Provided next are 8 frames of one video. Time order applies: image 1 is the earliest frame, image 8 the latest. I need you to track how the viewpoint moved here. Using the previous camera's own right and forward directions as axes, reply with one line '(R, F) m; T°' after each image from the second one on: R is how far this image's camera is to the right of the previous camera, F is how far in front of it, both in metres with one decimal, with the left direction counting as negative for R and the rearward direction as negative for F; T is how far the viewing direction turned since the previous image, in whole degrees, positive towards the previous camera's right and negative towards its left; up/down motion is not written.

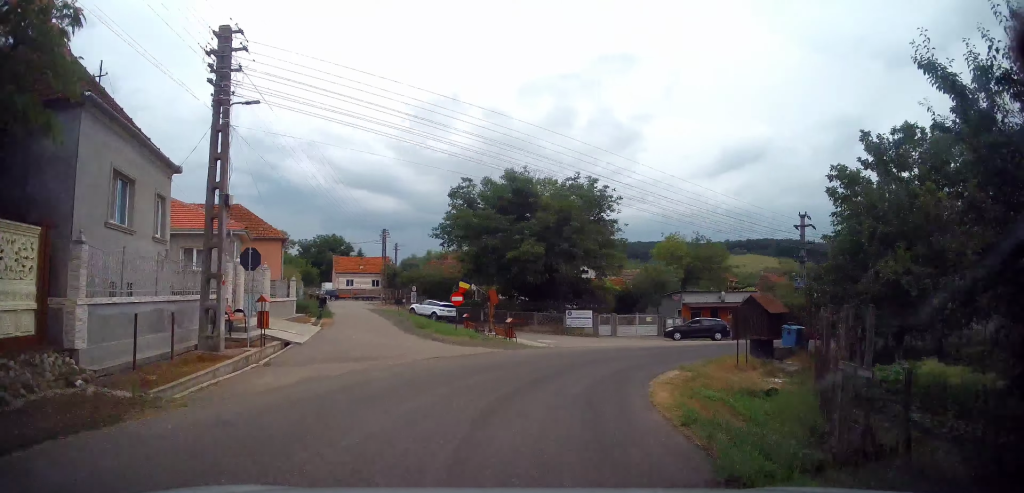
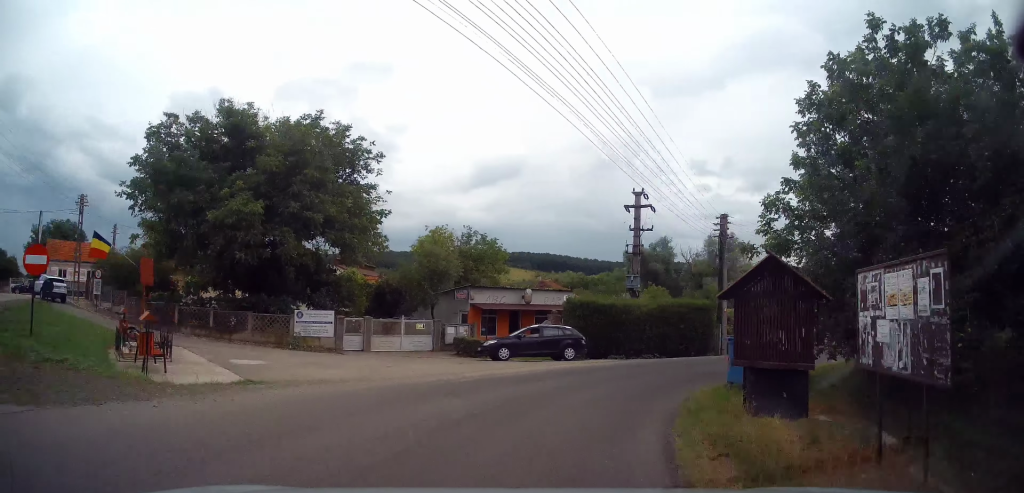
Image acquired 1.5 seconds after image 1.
(+2.8, +13.7) m; +29°
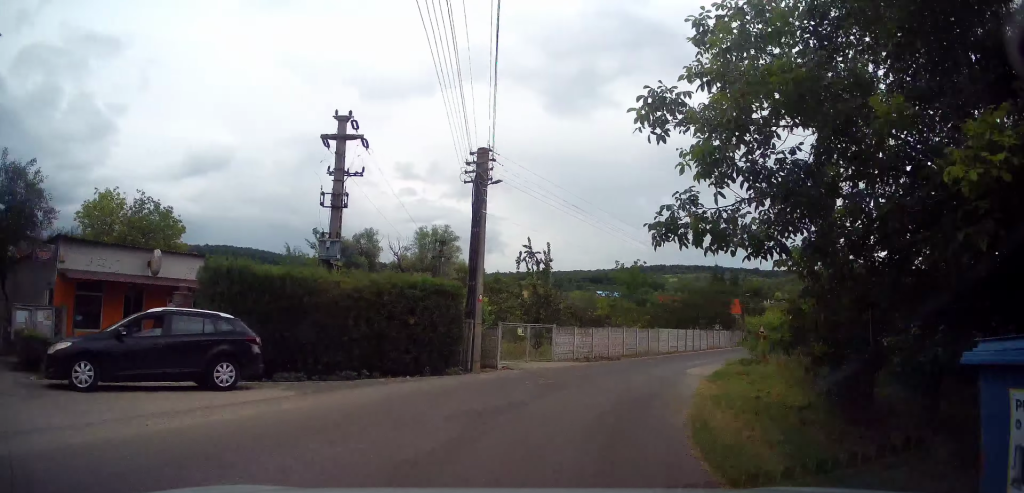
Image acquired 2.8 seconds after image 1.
(+3.4, +12.0) m; +31°
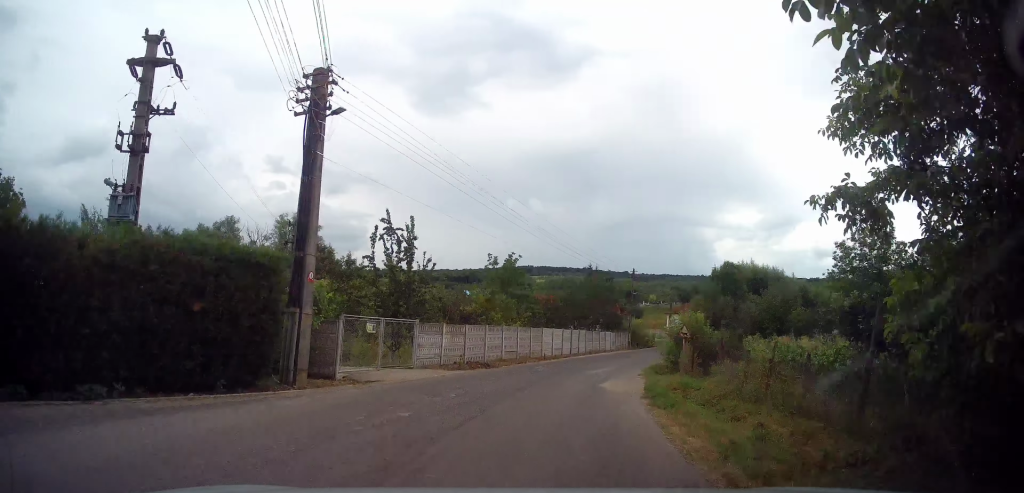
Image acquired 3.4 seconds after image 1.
(+1.0, +6.1) m; +11°
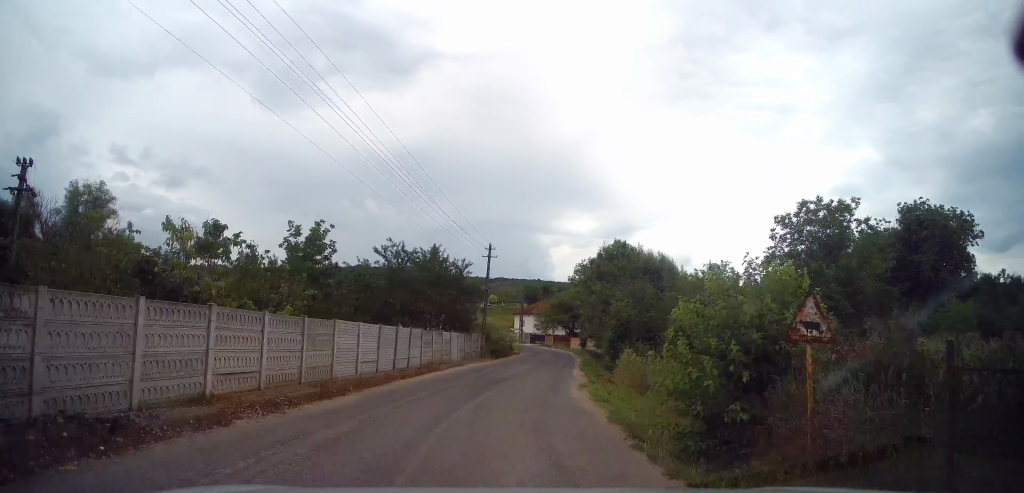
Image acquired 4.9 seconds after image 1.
(+2.8, +16.6) m; +15°
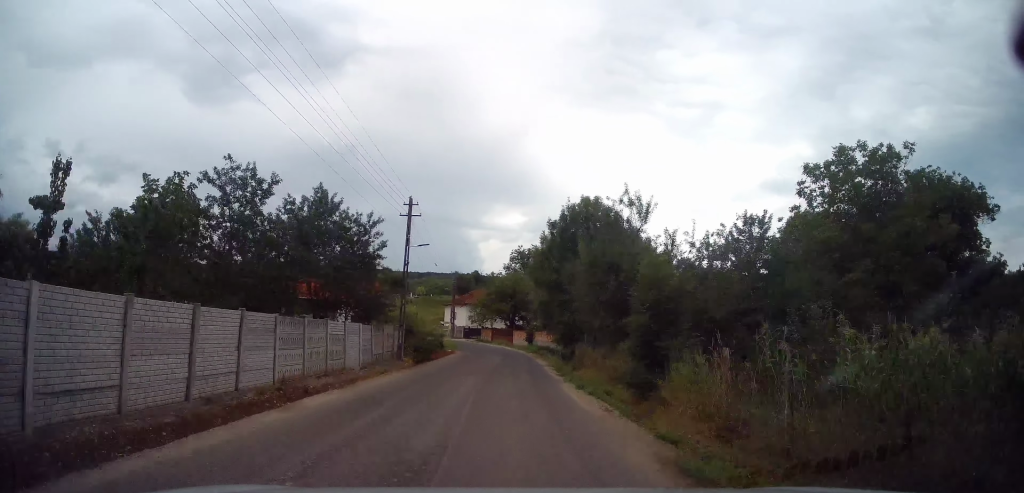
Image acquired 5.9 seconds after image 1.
(+0.6, +11.9) m; +6°
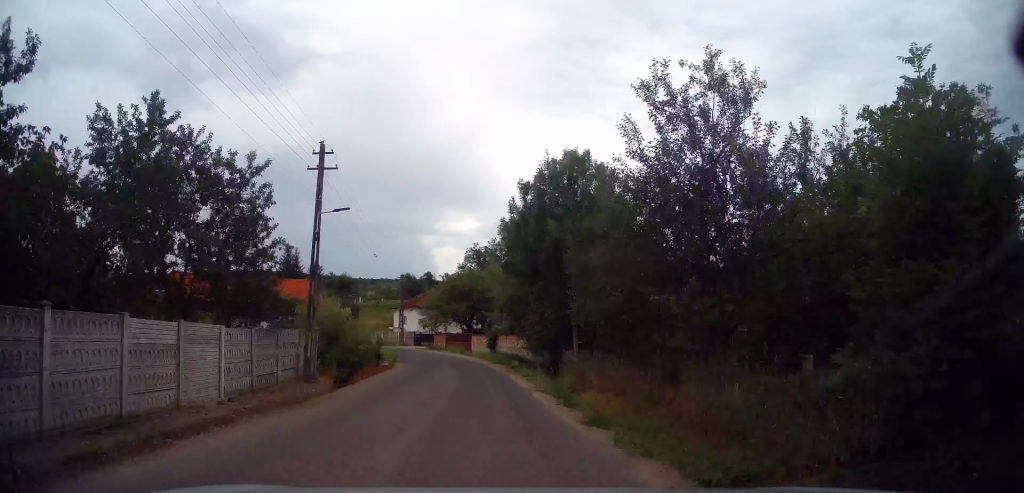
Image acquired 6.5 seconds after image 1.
(+0.3, +8.6) m; +3°
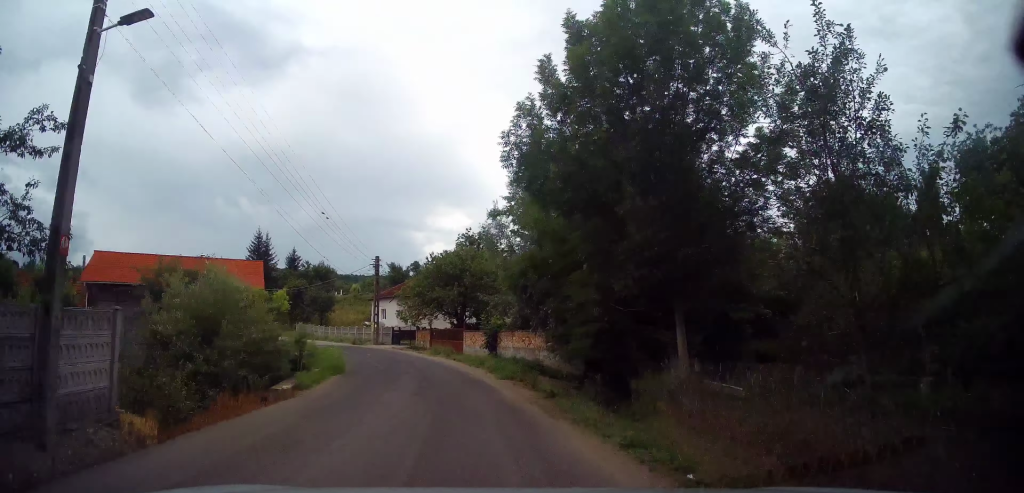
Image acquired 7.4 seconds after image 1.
(+0.3, +11.6) m; 0°
